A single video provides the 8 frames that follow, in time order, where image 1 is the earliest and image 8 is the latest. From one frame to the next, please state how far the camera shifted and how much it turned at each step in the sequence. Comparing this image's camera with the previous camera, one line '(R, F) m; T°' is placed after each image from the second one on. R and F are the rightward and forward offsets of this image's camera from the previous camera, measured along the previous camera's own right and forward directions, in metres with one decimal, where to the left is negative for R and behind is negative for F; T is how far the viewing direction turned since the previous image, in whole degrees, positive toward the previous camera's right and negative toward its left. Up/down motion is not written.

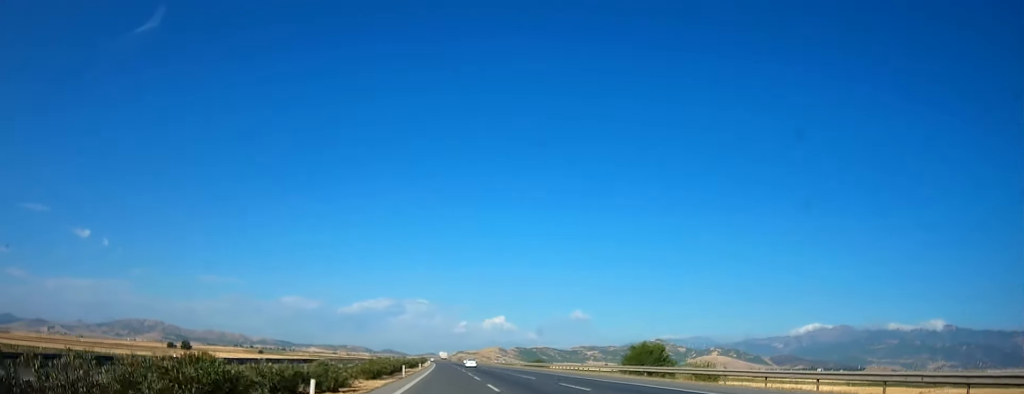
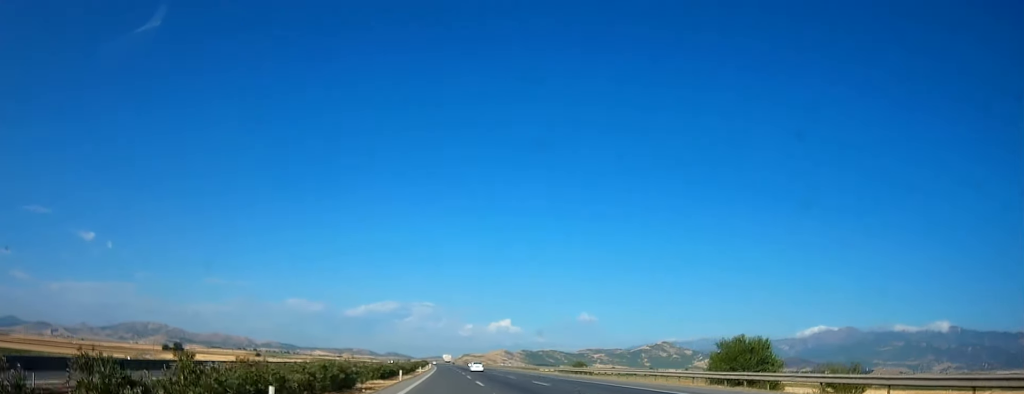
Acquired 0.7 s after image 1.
(-0.1, +32.3) m; 0°
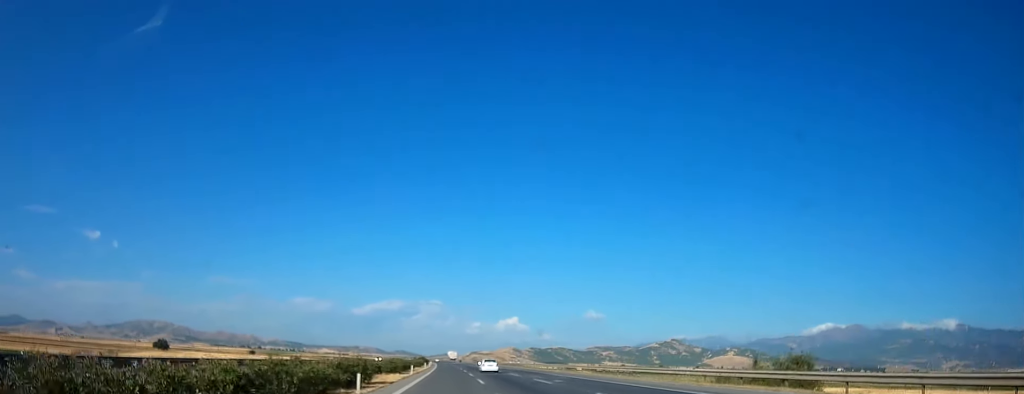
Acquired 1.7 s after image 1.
(-0.2, +49.6) m; -1°
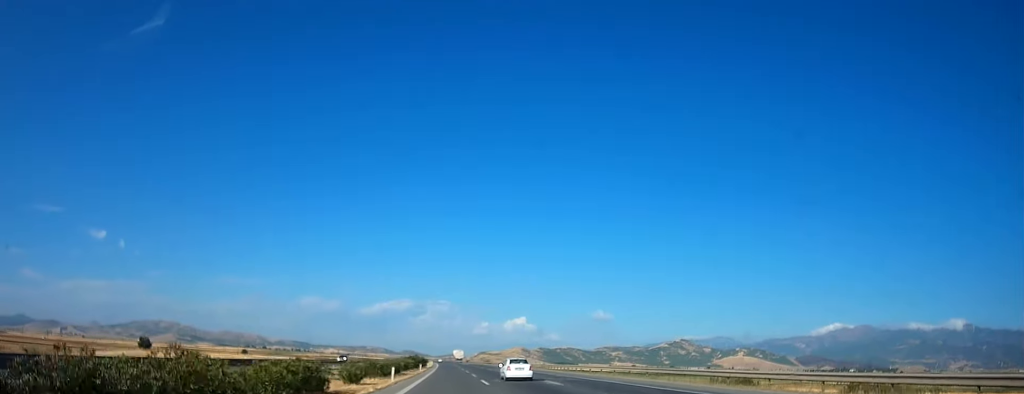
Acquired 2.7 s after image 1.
(-0.4, +50.2) m; -1°
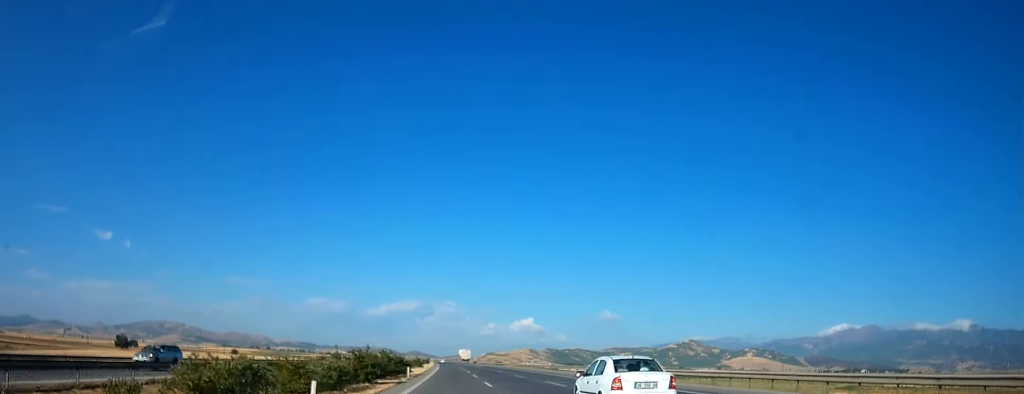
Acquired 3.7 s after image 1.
(-0.2, +49.9) m; -1°
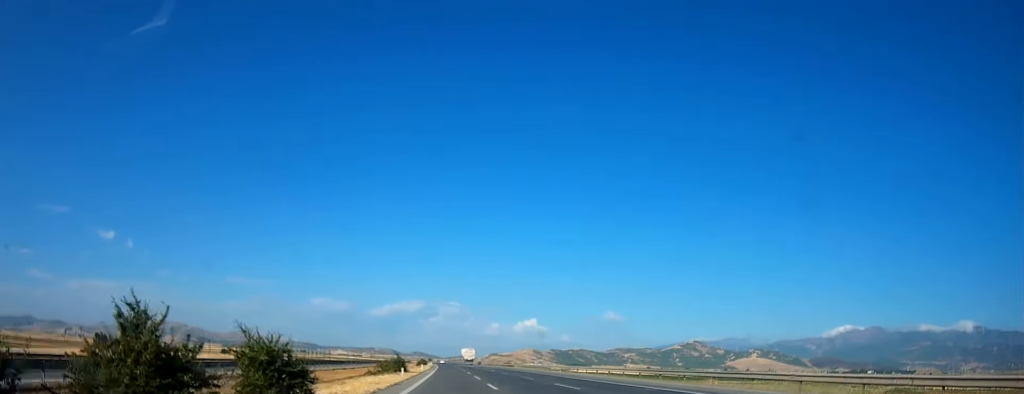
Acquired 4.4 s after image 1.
(-0.1, +36.0) m; -1°
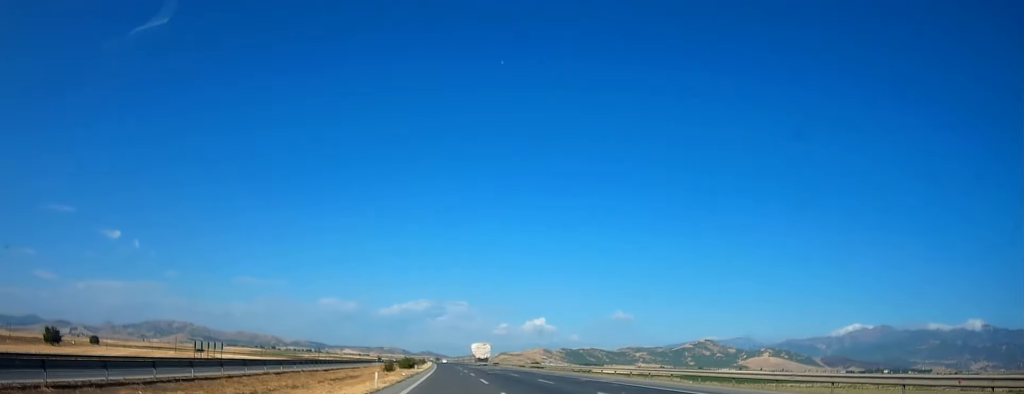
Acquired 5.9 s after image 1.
(-0.5, +73.7) m; -1°
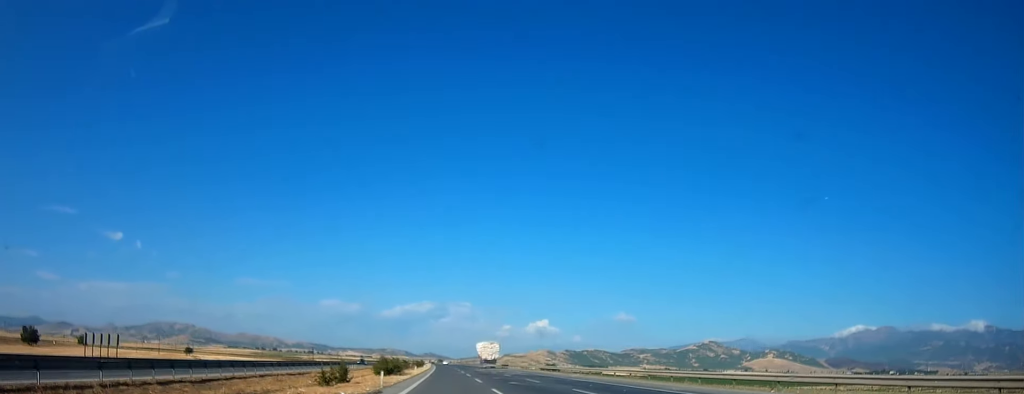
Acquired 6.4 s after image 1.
(0.0, +28.2) m; 0°
